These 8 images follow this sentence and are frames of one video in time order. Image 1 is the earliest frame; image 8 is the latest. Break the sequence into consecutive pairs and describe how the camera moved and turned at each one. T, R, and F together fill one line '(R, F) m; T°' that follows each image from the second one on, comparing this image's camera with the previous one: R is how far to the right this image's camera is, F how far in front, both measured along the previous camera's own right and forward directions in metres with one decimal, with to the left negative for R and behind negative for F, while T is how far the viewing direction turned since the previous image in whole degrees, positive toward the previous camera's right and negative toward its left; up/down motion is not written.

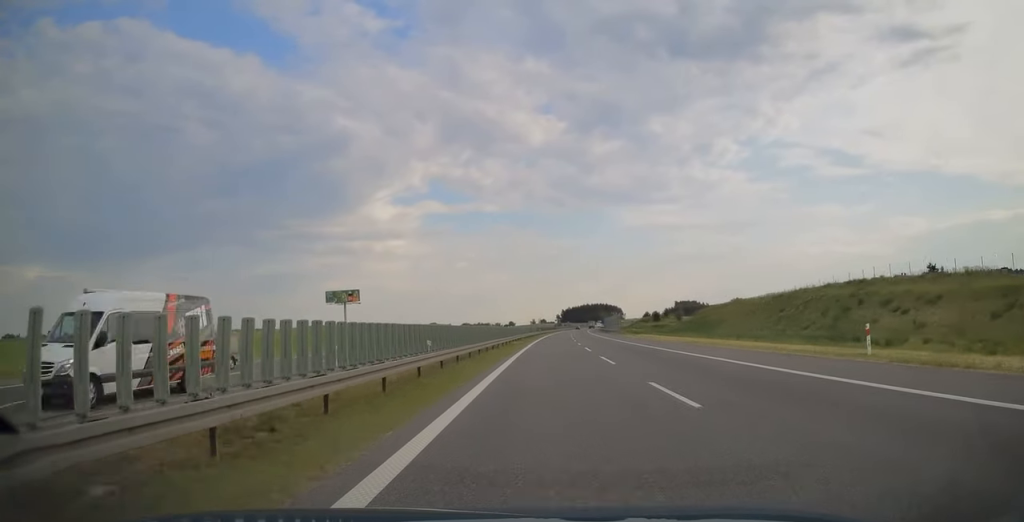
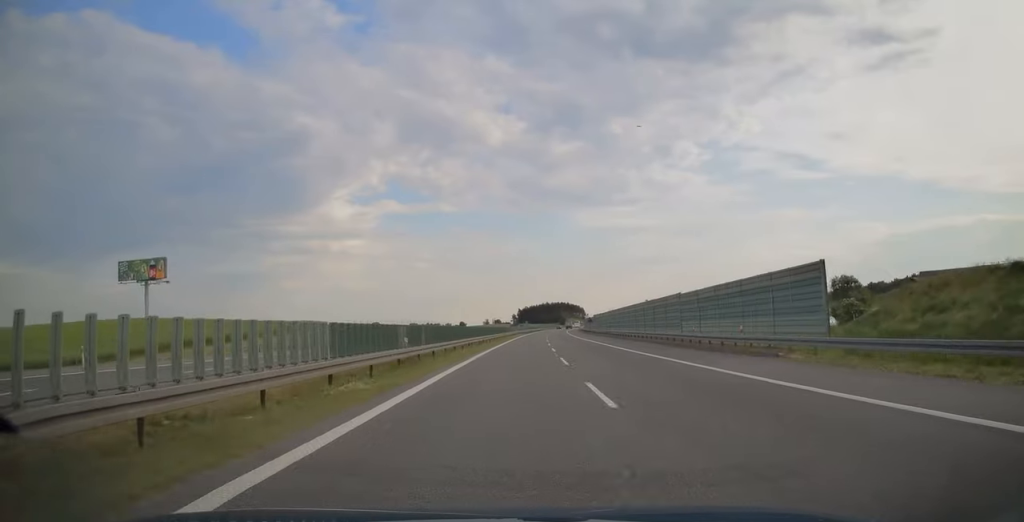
(+2.3, +95.9) m; +3°
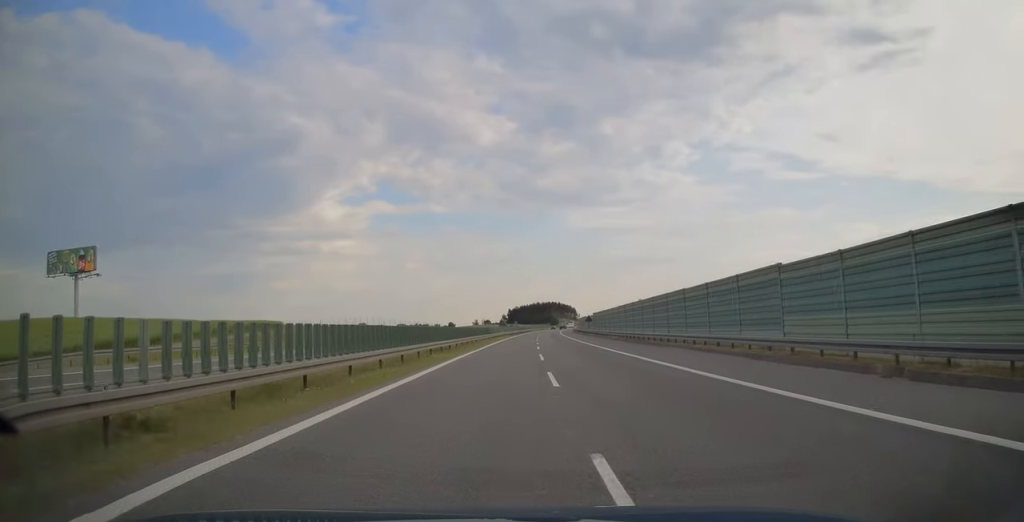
(+0.1, +20.0) m; +1°
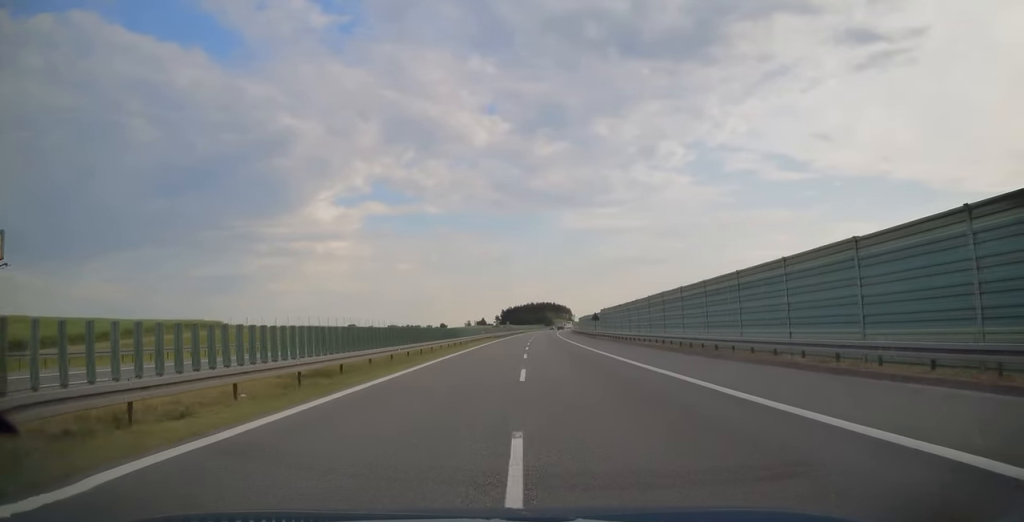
(+0.1, +22.4) m; +1°
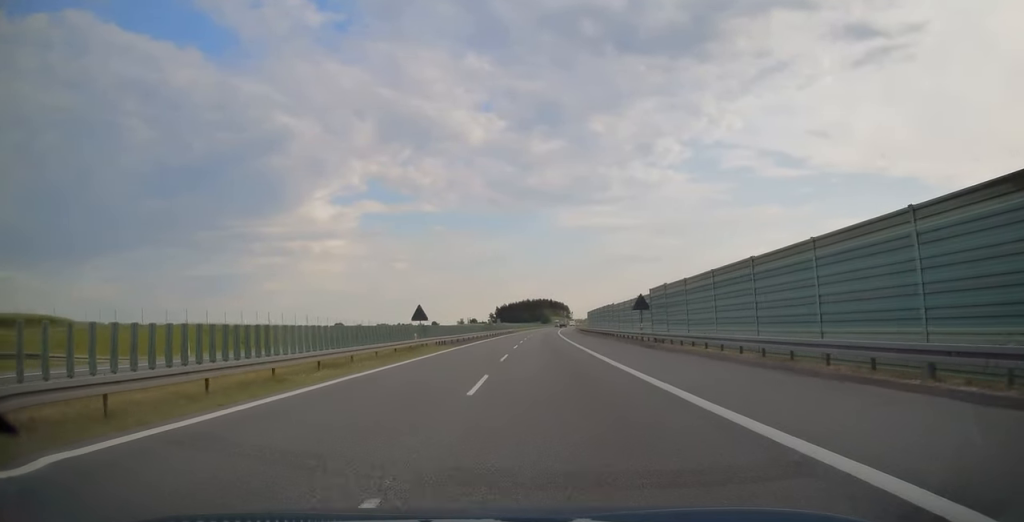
(+0.6, +39.3) m; +1°
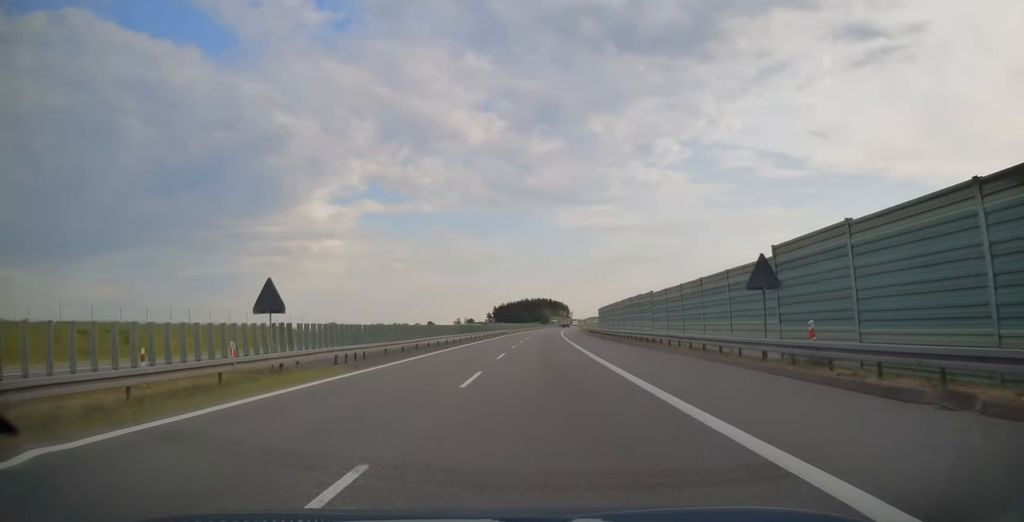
(0.0, +22.9) m; 0°
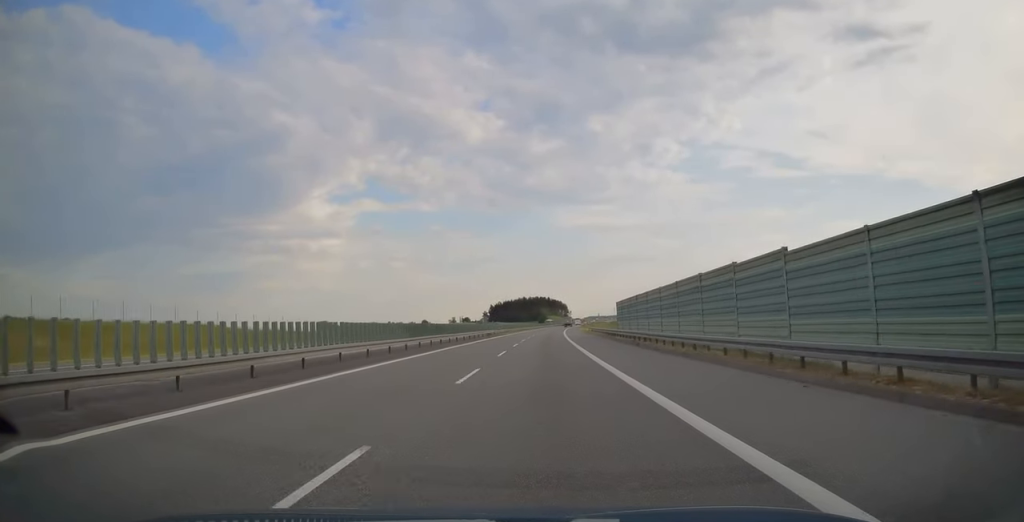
(0.0, +23.4) m; 0°
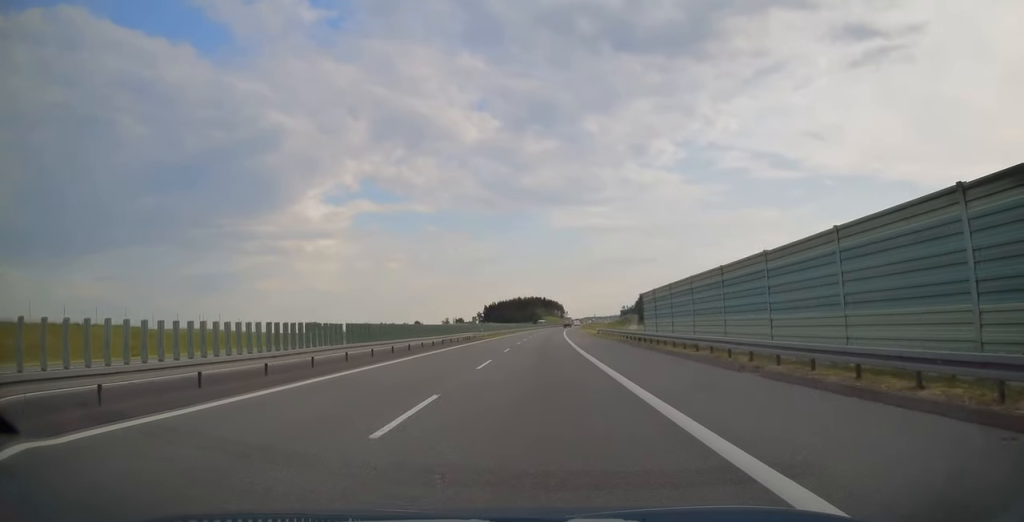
(+0.1, +19.0) m; 0°
